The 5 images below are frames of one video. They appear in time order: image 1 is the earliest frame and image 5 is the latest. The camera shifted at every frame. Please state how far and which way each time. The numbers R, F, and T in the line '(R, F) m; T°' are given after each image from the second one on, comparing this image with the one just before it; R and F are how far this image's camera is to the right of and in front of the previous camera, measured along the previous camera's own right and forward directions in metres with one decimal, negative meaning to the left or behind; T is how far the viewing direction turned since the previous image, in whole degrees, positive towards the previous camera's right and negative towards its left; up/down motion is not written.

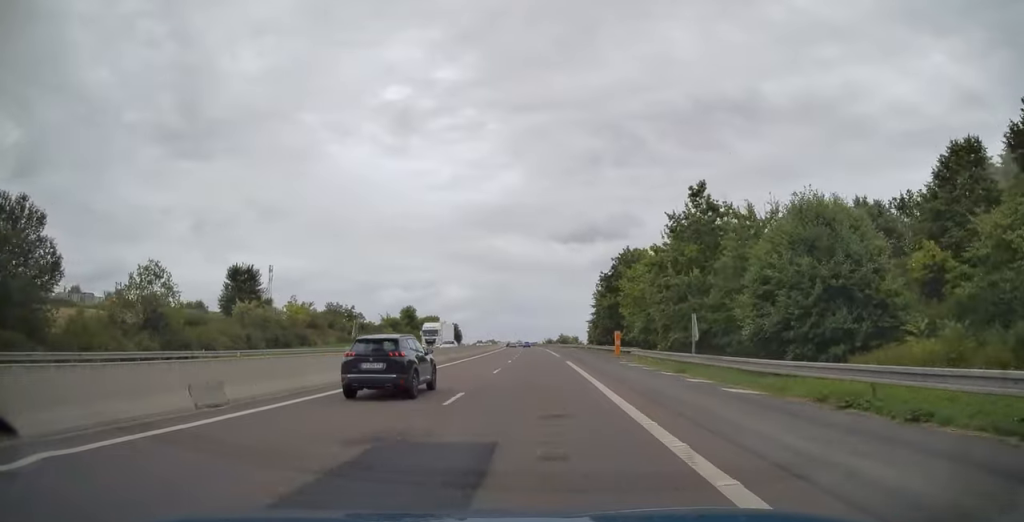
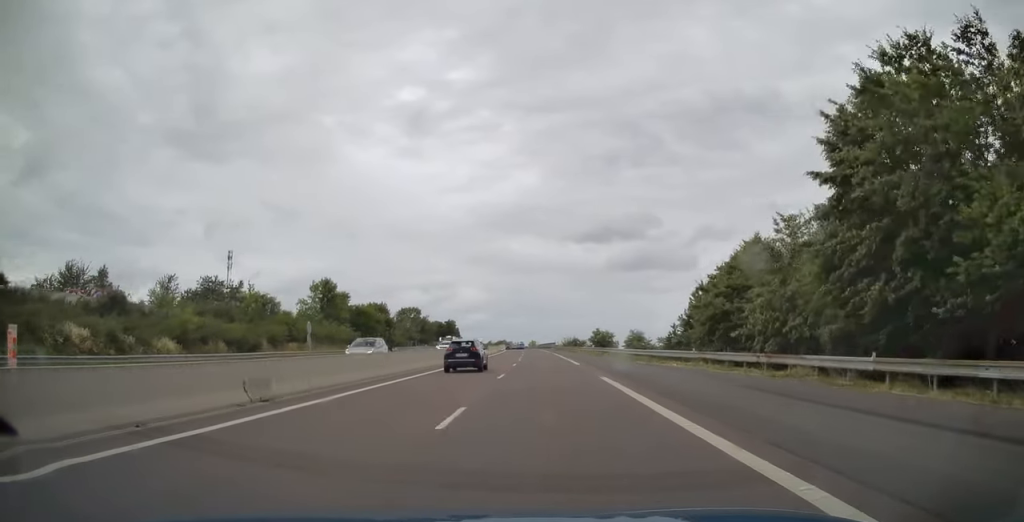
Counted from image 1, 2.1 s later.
(-1.0, +68.2) m; -2°
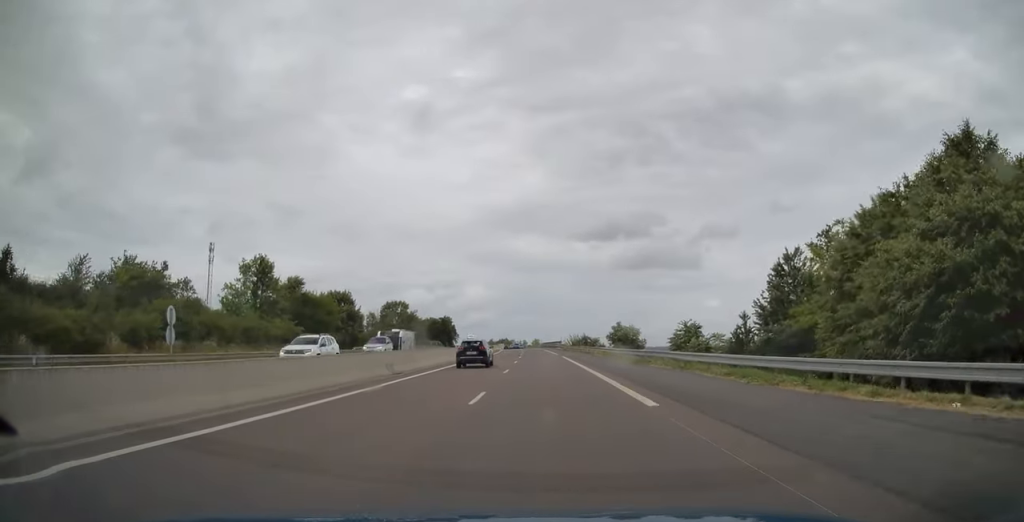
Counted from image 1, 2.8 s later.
(-0.2, +22.1) m; -1°
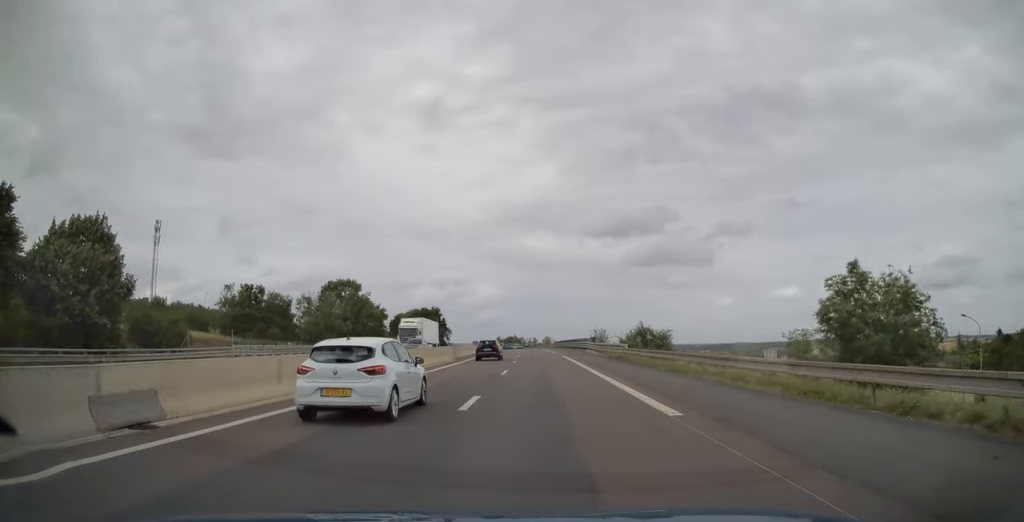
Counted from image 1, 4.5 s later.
(-0.3, +53.7) m; -1°
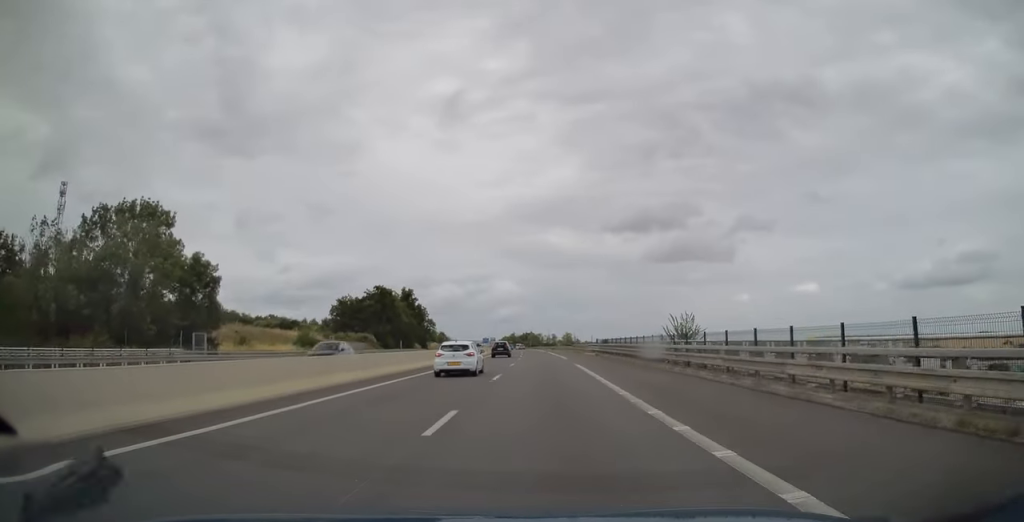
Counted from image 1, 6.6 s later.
(-1.0, +67.4) m; -2°
